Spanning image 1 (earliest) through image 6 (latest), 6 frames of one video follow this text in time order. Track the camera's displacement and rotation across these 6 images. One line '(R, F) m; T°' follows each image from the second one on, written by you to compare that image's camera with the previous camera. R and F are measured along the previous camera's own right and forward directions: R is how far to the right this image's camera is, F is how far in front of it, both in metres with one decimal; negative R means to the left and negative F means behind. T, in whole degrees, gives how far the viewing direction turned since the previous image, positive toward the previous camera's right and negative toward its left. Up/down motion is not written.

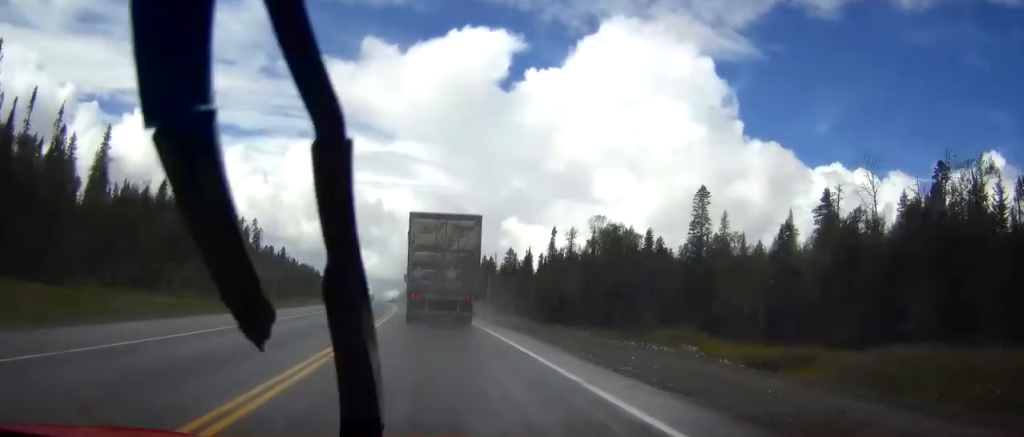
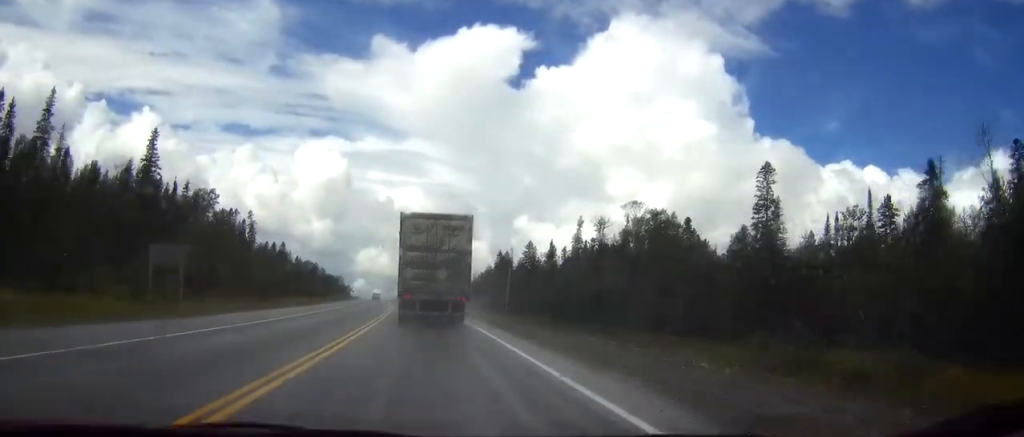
(-0.2, +20.0) m; -1°
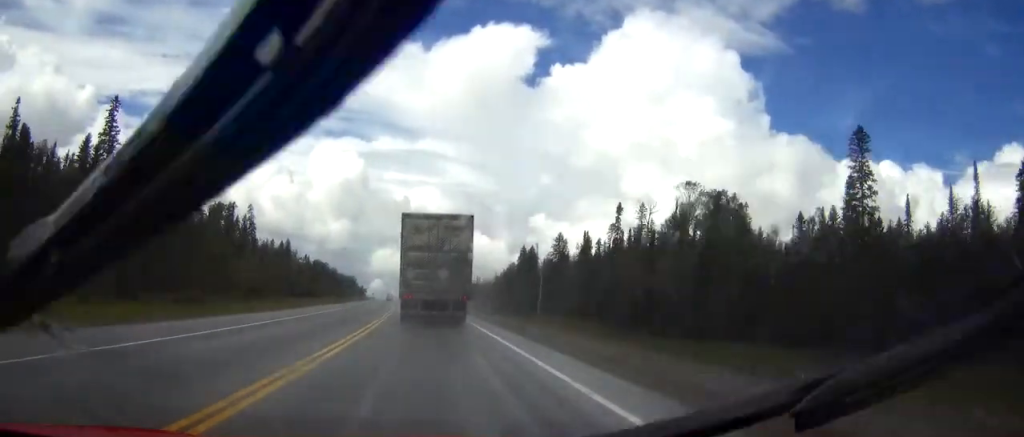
(-0.1, +20.0) m; -1°
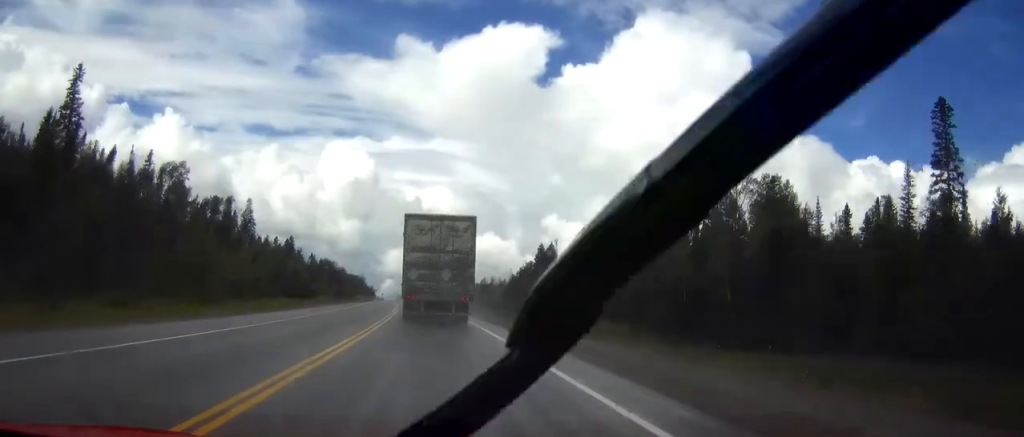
(0.0, +13.8) m; -1°
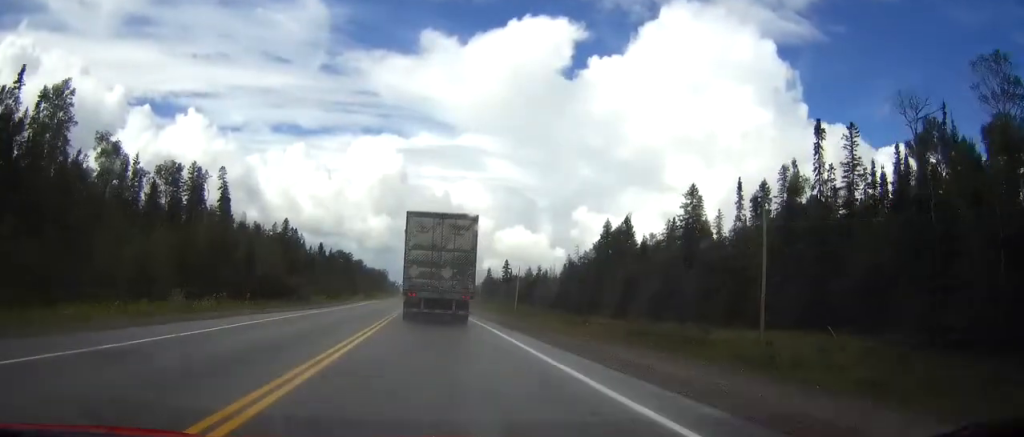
(-1.1, +49.3) m; -2°
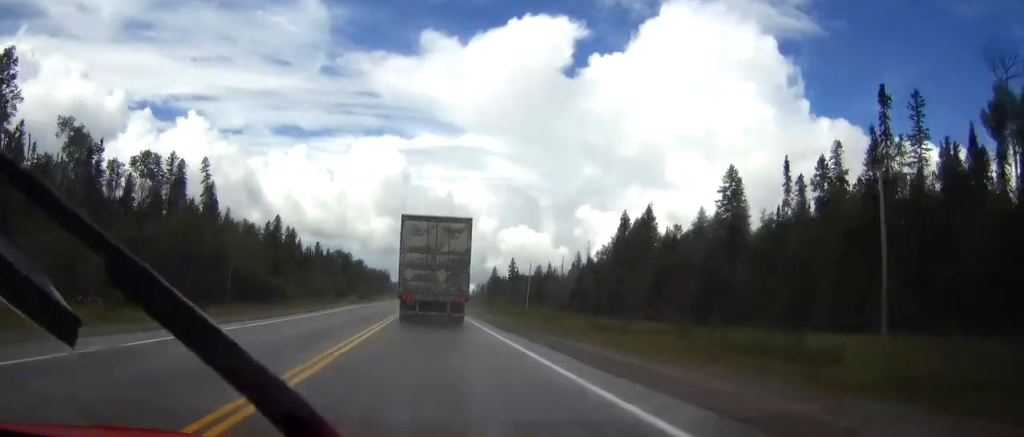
(0.0, +13.3) m; 0°
